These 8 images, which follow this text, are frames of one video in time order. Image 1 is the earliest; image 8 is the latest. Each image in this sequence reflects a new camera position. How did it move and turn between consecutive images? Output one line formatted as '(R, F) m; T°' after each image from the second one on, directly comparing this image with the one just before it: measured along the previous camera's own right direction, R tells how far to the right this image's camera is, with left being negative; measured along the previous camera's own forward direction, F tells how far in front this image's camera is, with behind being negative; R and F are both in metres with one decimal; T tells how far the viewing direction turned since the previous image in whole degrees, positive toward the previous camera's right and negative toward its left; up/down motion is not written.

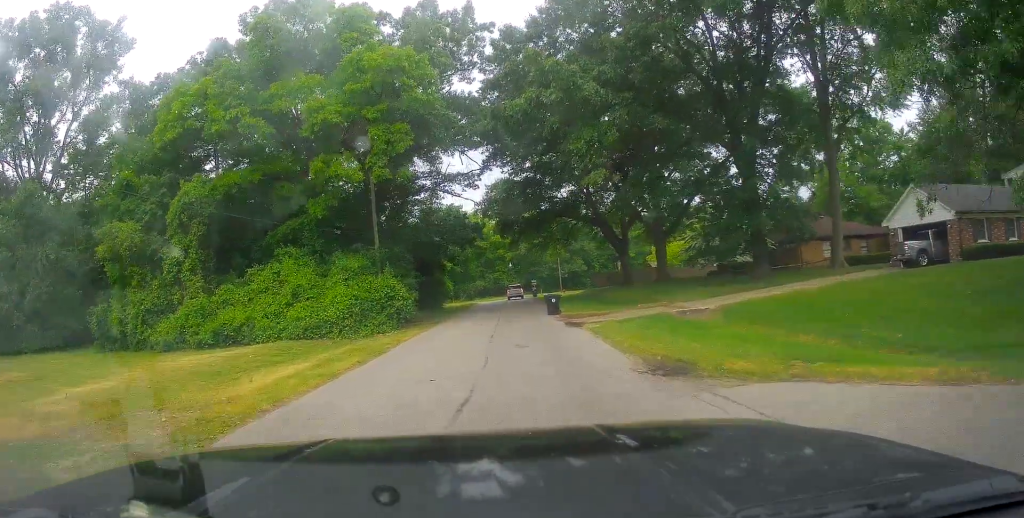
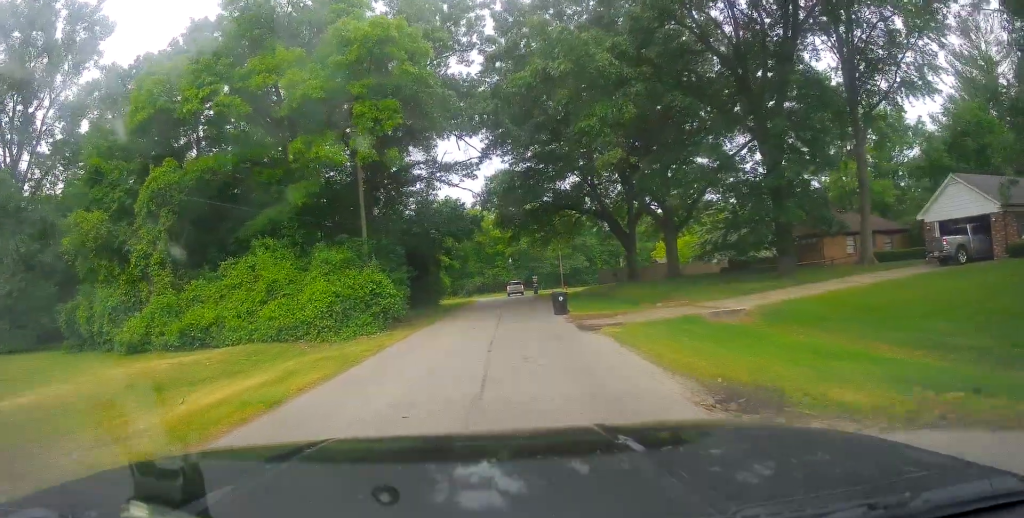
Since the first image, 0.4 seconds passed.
(0.0, +3.4) m; +1°
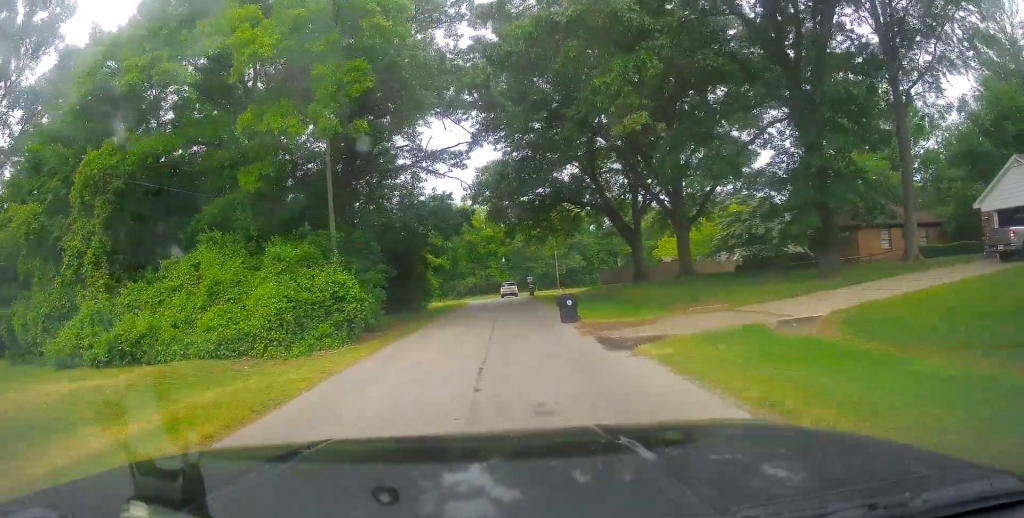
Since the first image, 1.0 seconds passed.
(-0.2, +5.3) m; +1°
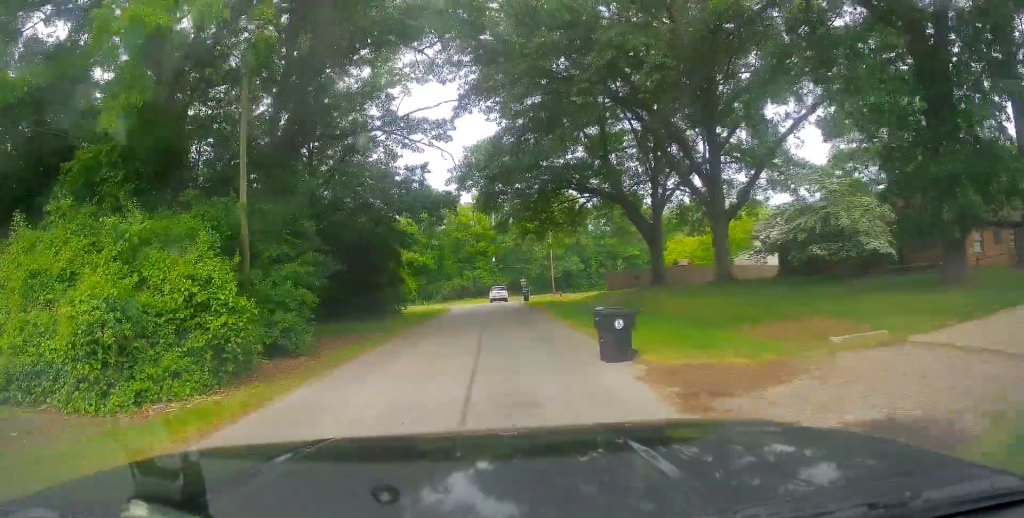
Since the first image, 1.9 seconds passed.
(+0.3, +10.0) m; +5°
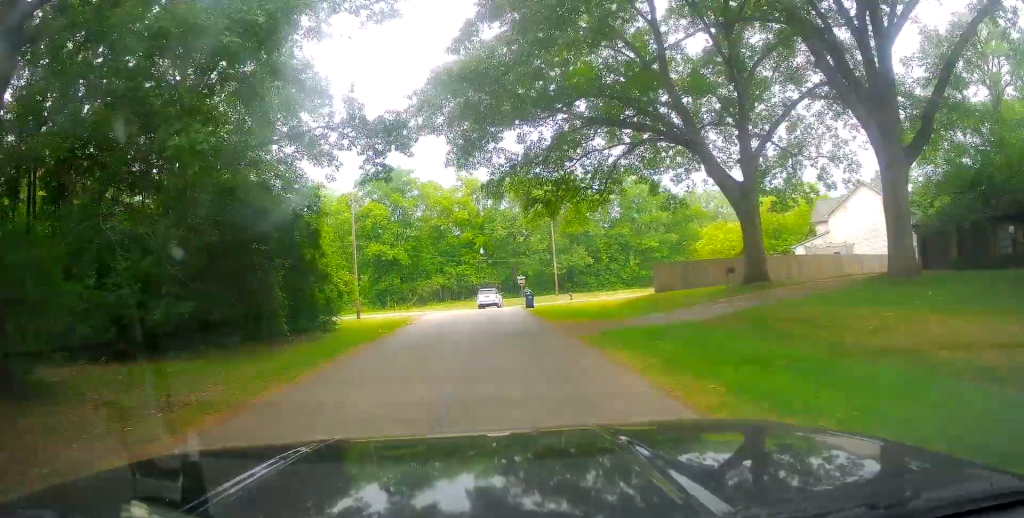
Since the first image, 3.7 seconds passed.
(+1.3, +19.7) m; +4°
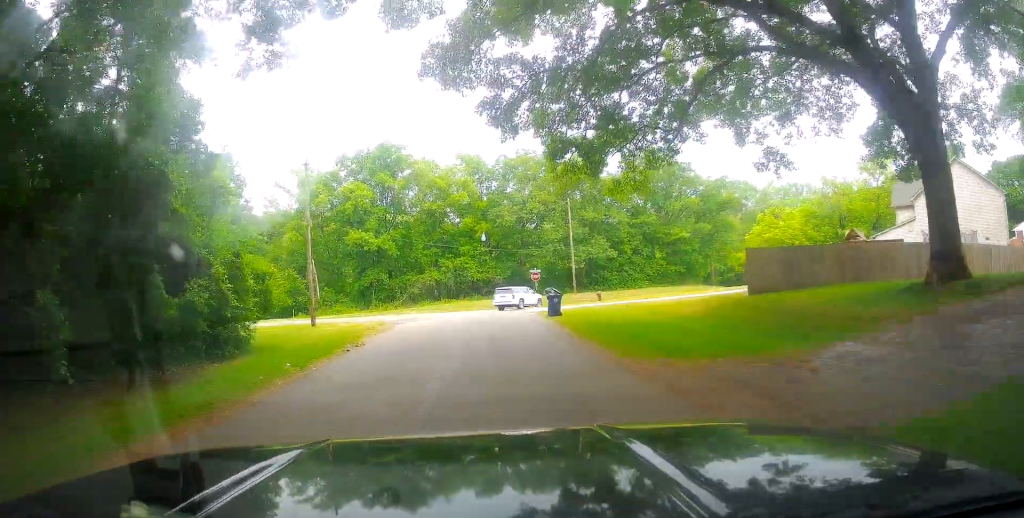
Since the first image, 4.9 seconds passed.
(-0.4, +13.4) m; -1°
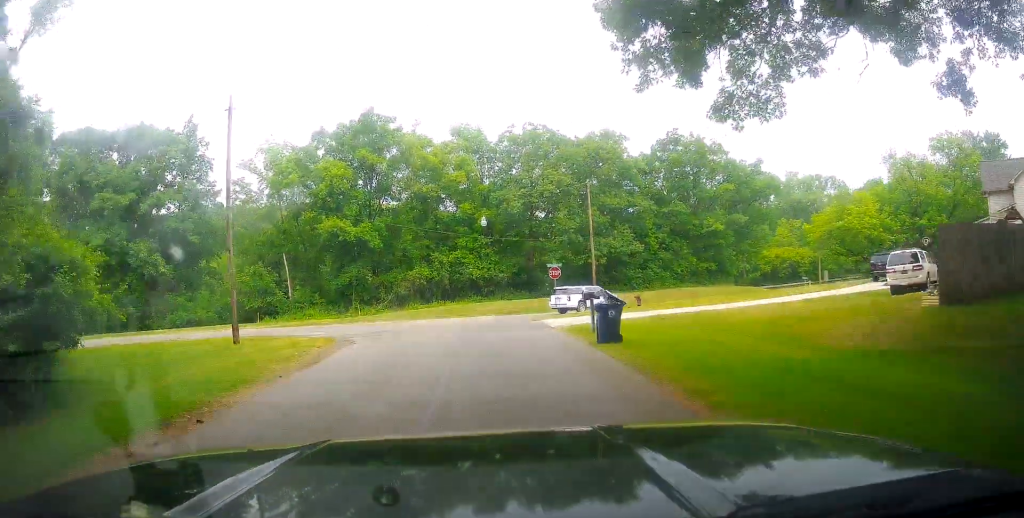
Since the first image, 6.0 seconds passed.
(+0.3, +11.7) m; +2°
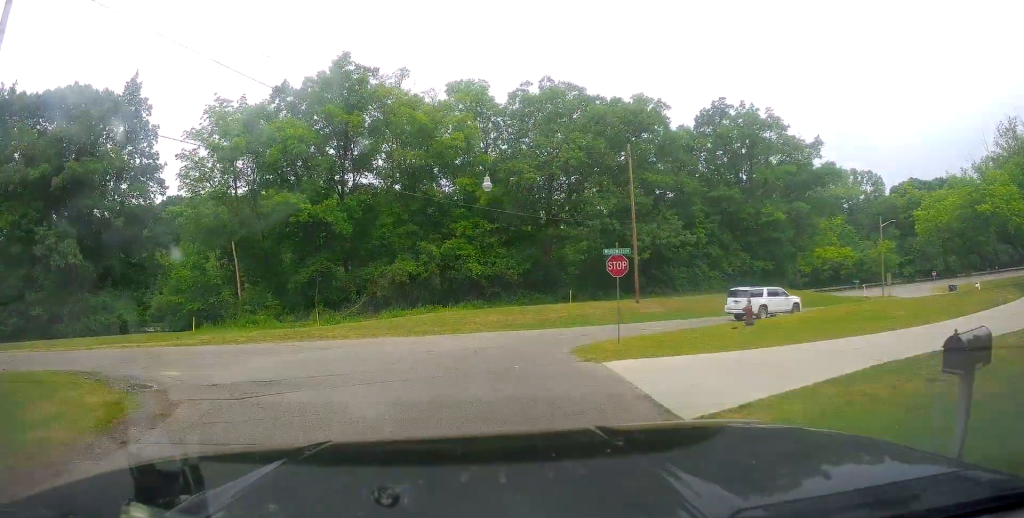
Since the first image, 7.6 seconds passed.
(+0.2, +15.5) m; -1°
